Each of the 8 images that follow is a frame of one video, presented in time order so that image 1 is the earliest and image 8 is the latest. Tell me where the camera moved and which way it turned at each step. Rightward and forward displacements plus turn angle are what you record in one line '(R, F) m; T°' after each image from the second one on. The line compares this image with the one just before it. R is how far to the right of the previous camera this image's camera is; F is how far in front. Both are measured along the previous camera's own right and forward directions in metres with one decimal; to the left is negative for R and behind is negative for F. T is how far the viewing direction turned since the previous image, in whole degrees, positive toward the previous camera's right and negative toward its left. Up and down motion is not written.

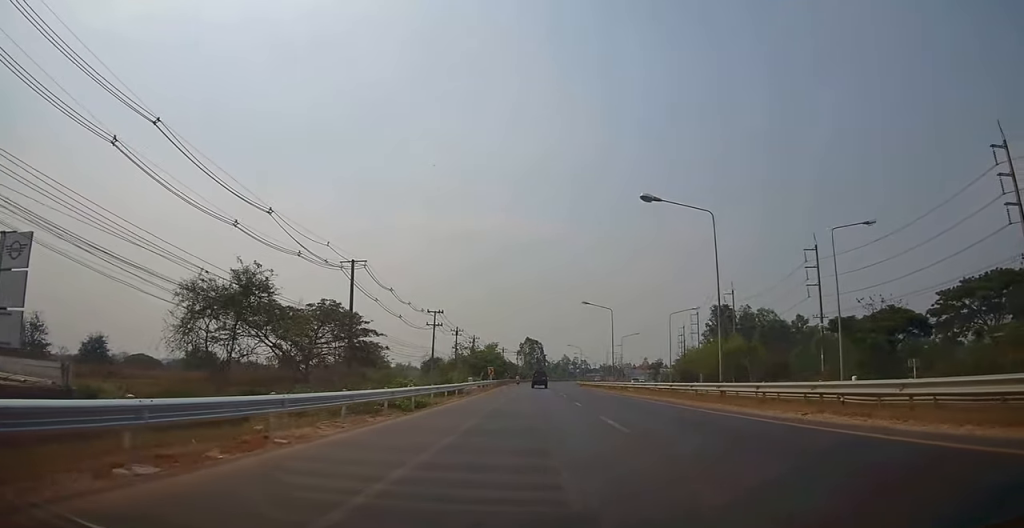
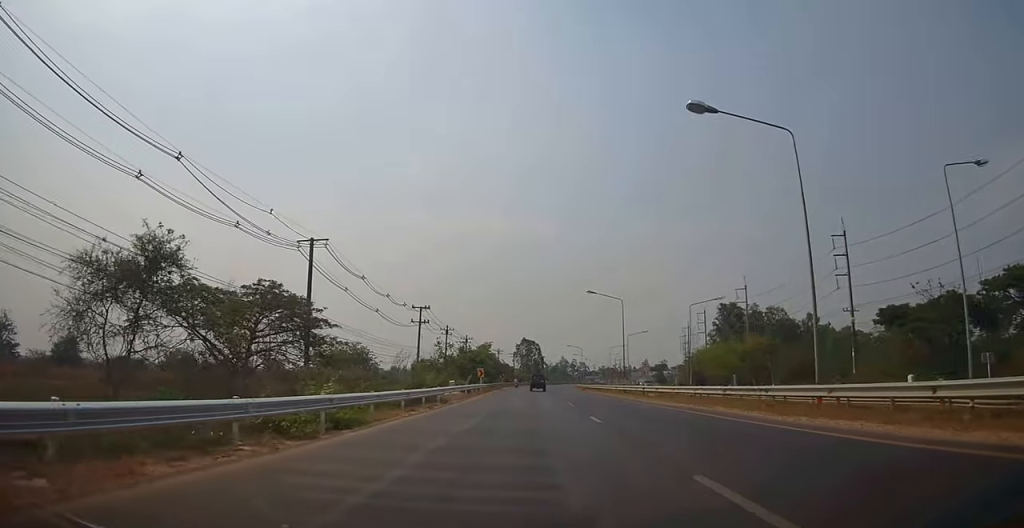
(0.0, +9.3) m; -1°
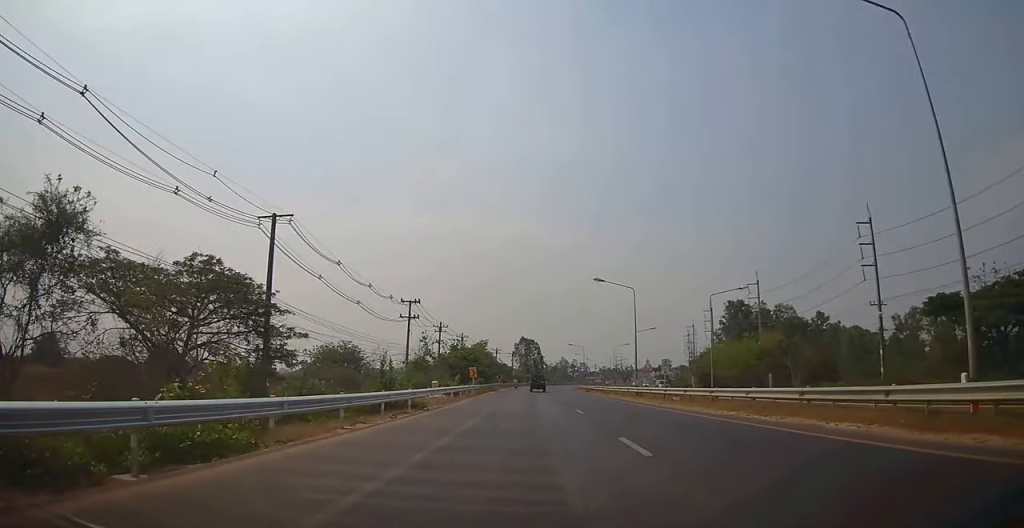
(+0.2, +6.6) m; -1°
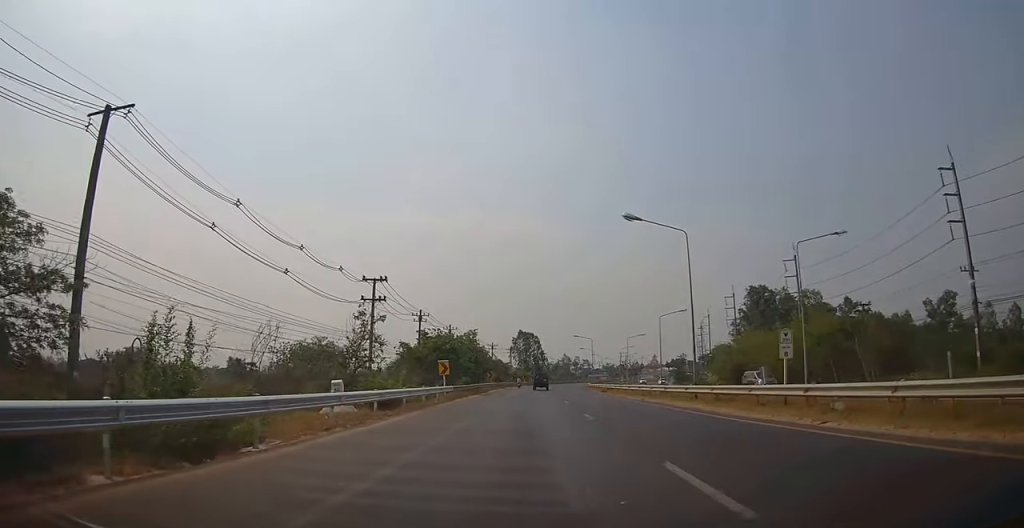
(-0.9, +16.6) m; -1°
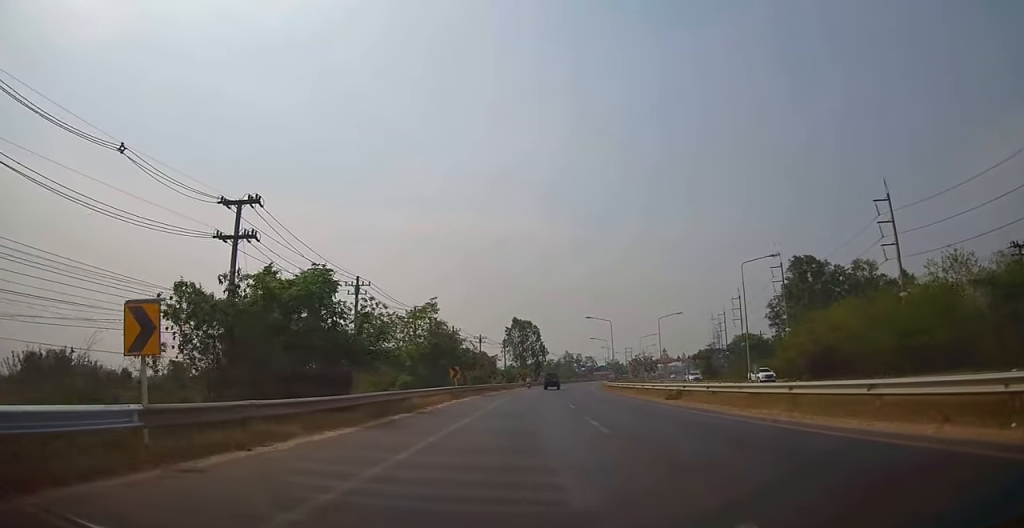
(+1.5, +27.8) m; +3°
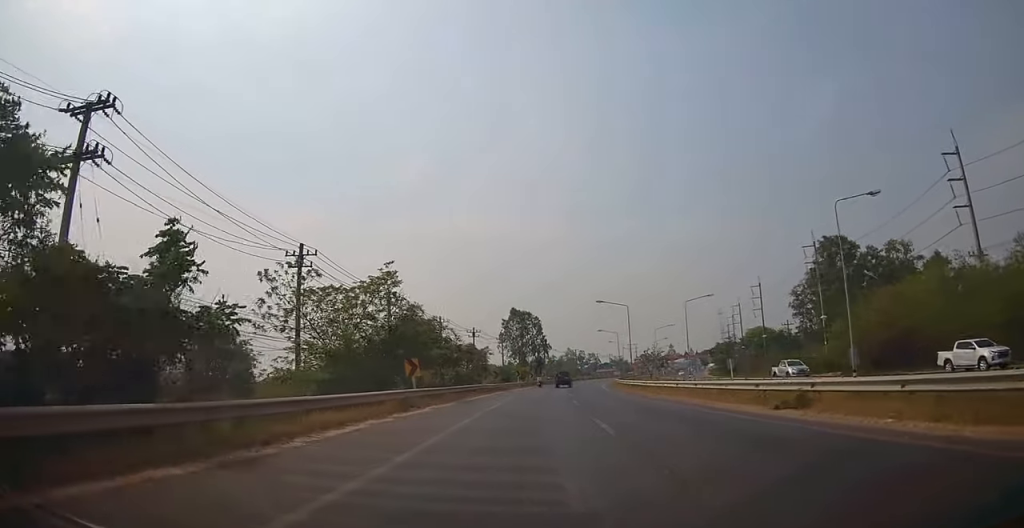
(-0.1, +13.2) m; 0°
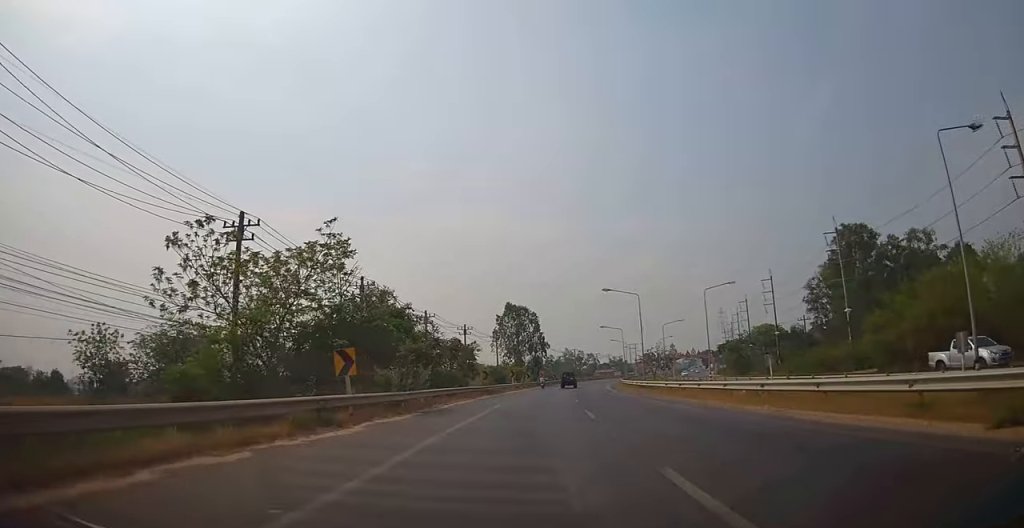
(0.0, +8.3) m; 0°
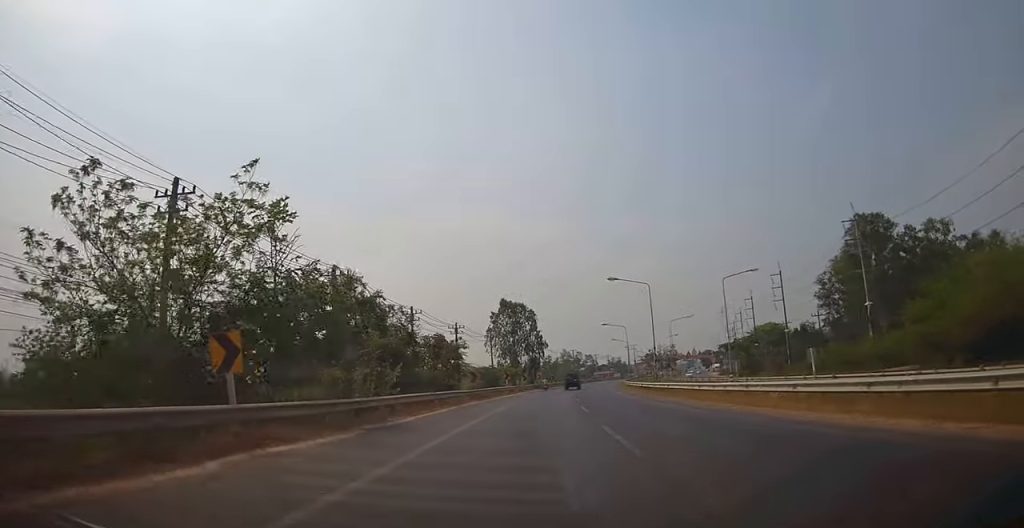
(+0.1, +6.4) m; 0°
